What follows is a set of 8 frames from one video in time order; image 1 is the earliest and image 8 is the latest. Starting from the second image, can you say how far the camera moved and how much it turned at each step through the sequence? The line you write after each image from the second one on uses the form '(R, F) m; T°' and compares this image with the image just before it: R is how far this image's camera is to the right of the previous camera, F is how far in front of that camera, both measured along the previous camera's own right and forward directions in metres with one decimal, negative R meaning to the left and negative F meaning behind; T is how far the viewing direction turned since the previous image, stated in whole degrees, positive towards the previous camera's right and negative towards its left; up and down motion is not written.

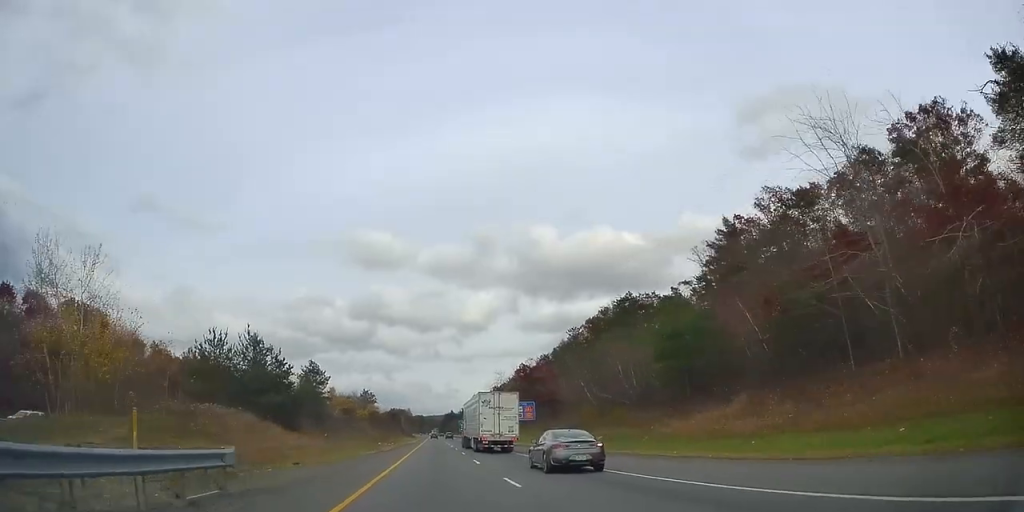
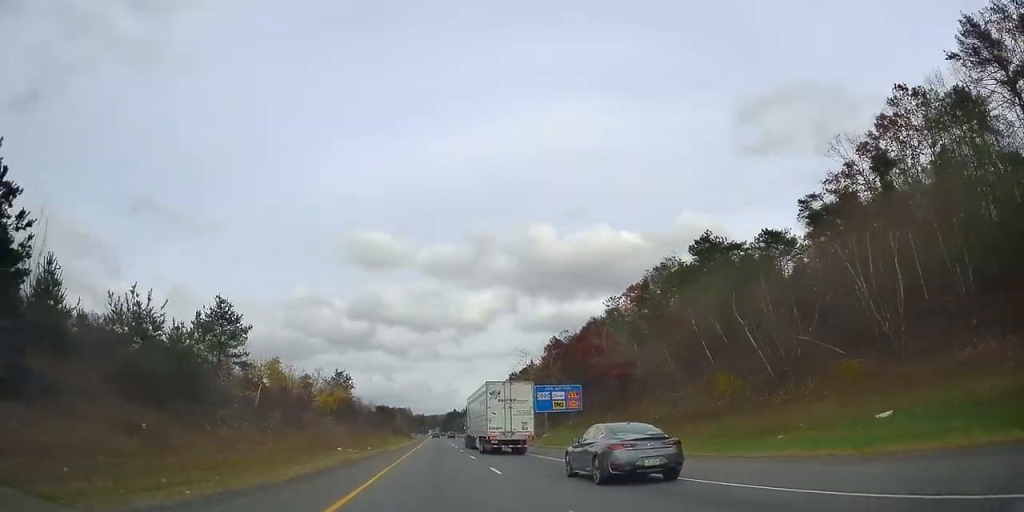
(+0.2, +32.5) m; +1°
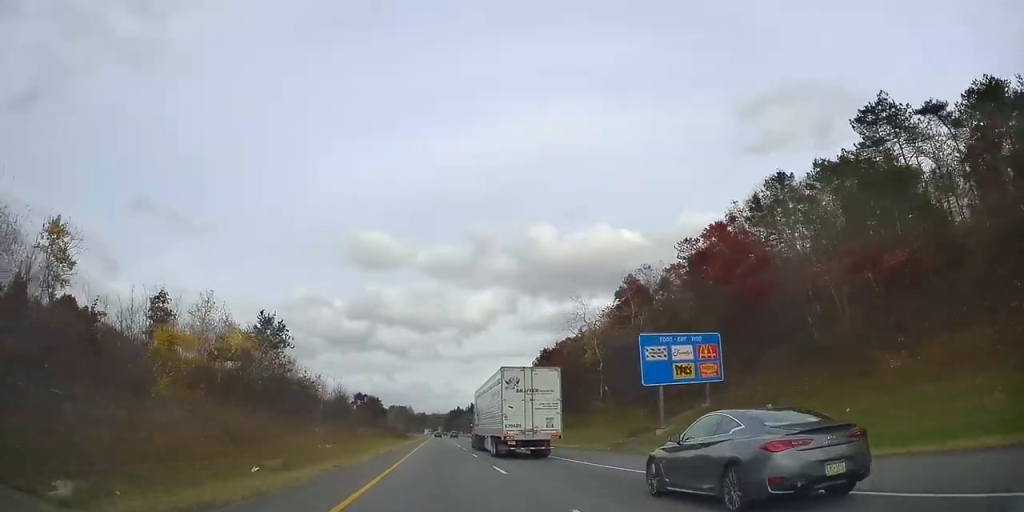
(+0.2, +36.4) m; 0°
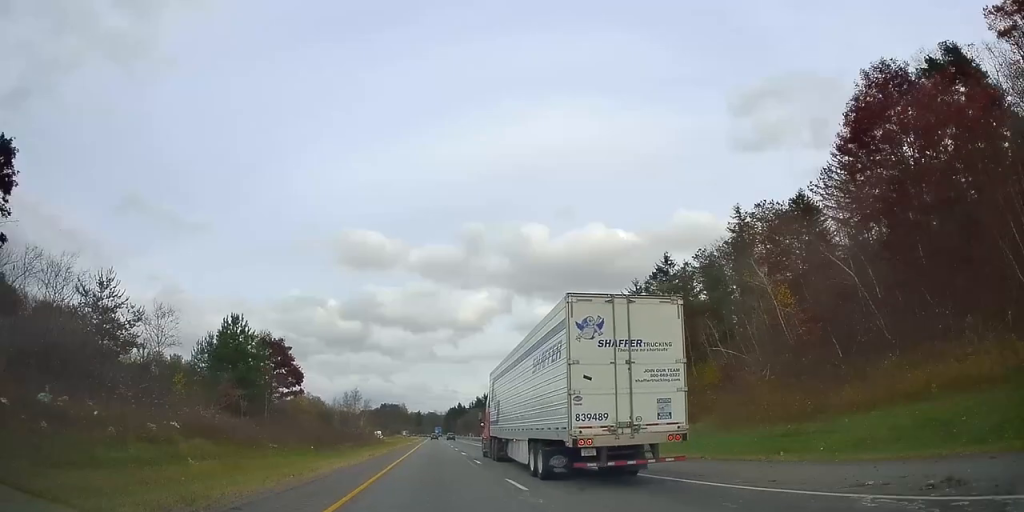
(-1.2, +77.7) m; -1°
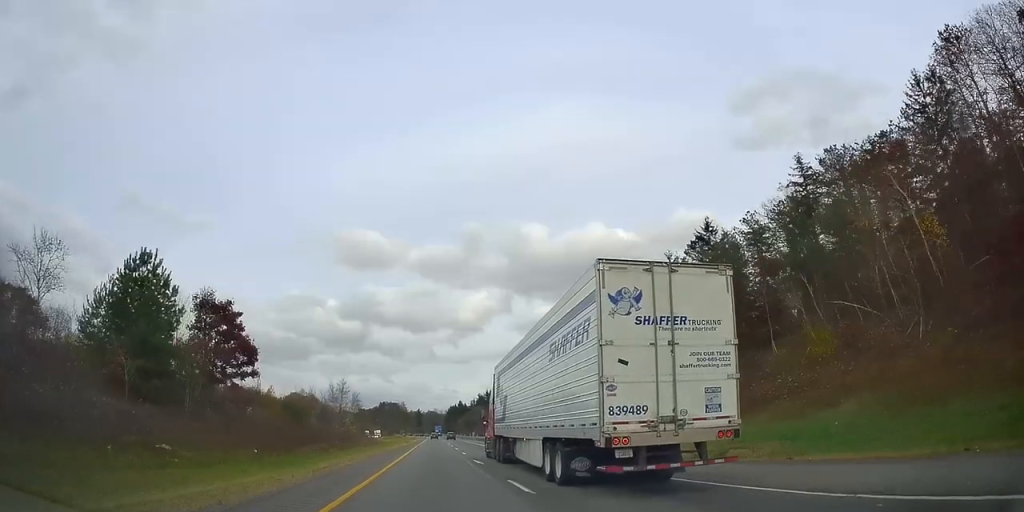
(0.0, +13.1) m; 0°
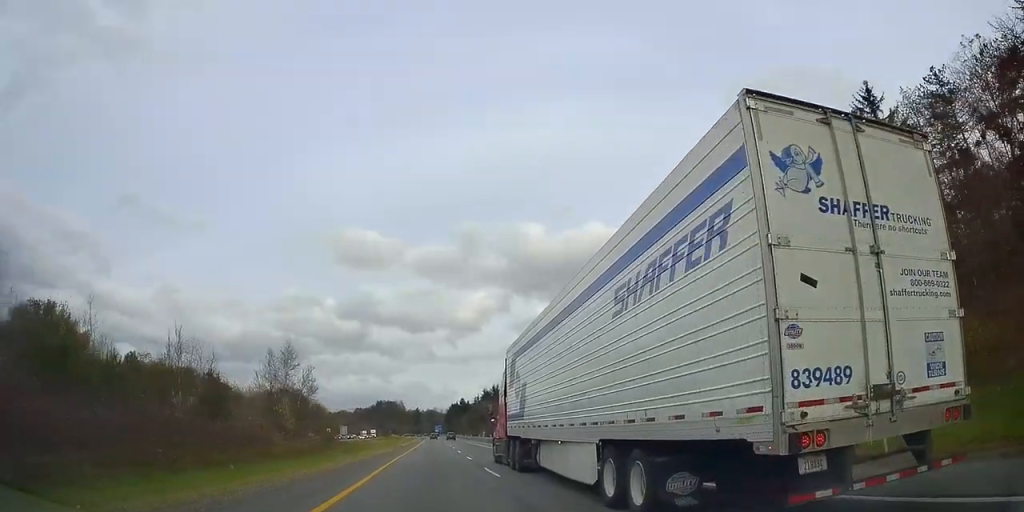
(0.0, +30.5) m; 0°
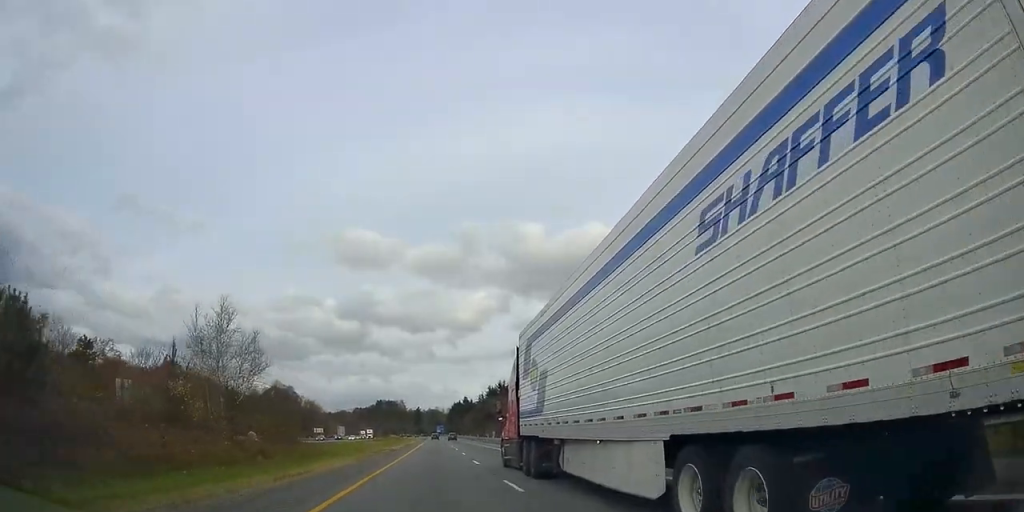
(0.0, +16.5) m; 0°
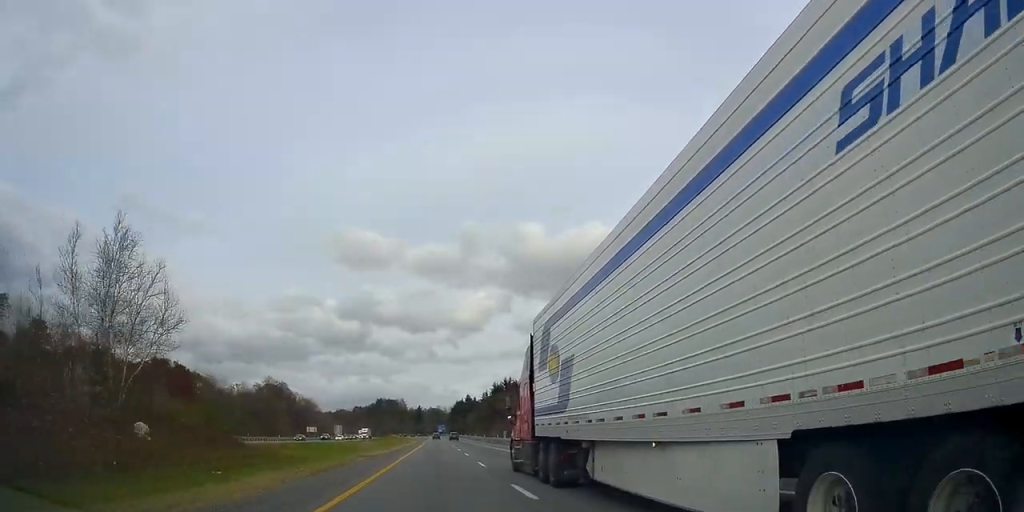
(0.0, +13.1) m; 0°
